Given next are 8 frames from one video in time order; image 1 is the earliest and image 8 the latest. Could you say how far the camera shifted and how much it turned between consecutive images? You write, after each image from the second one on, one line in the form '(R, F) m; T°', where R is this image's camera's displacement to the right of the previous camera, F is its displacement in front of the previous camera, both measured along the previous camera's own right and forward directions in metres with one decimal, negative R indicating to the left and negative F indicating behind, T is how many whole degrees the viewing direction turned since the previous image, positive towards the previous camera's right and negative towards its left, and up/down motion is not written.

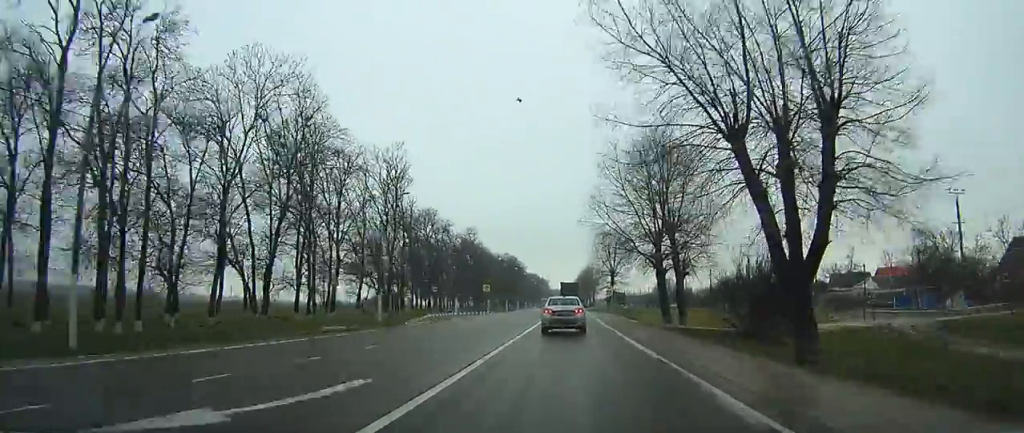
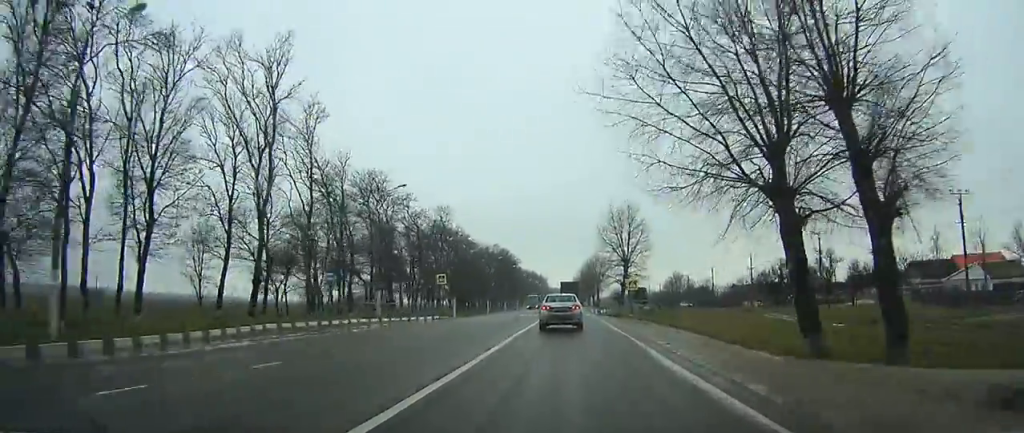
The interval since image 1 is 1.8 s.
(-0.5, +30.4) m; -1°
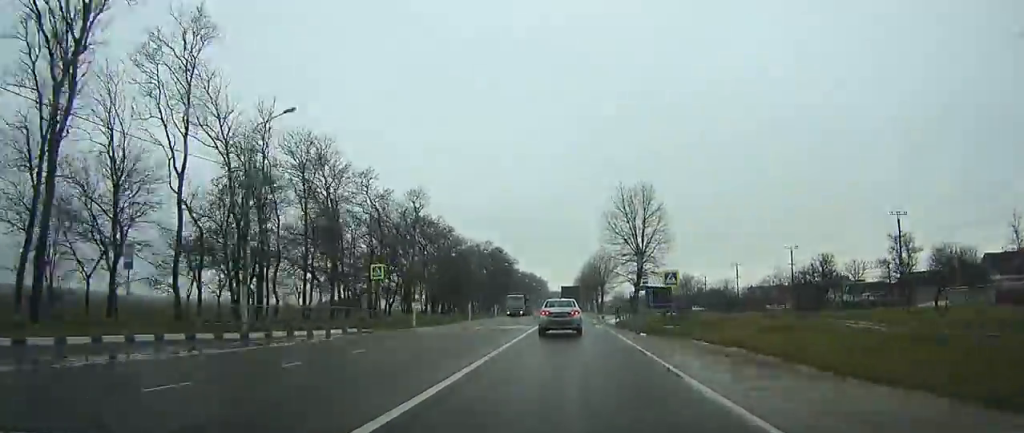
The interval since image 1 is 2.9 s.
(+0.1, +19.2) m; 0°
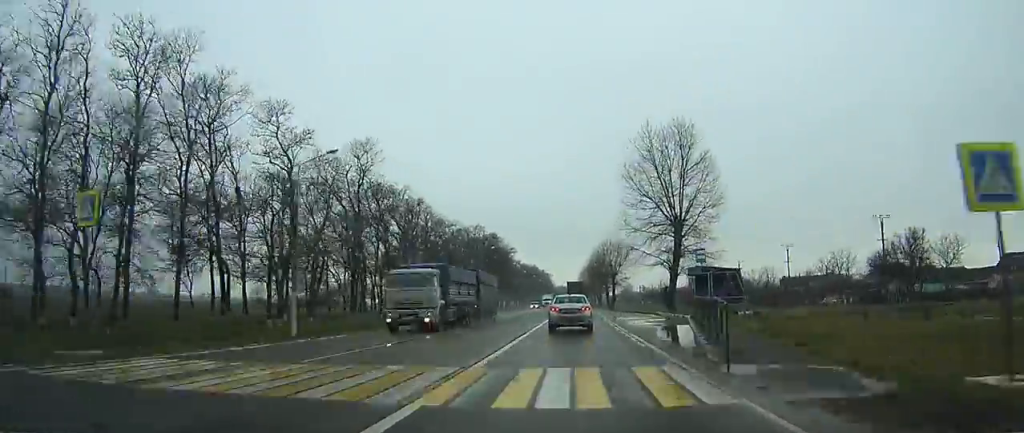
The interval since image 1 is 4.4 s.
(0.0, +24.9) m; 0°
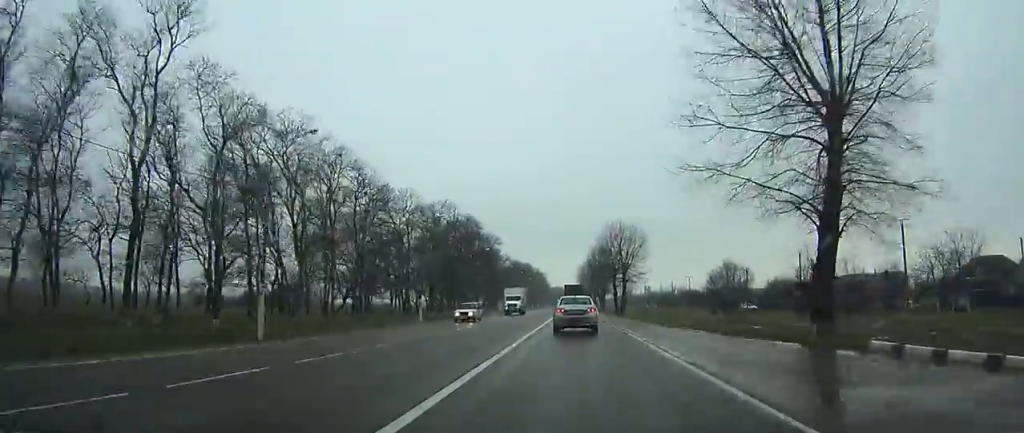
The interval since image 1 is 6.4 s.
(-0.1, +33.9) m; 0°
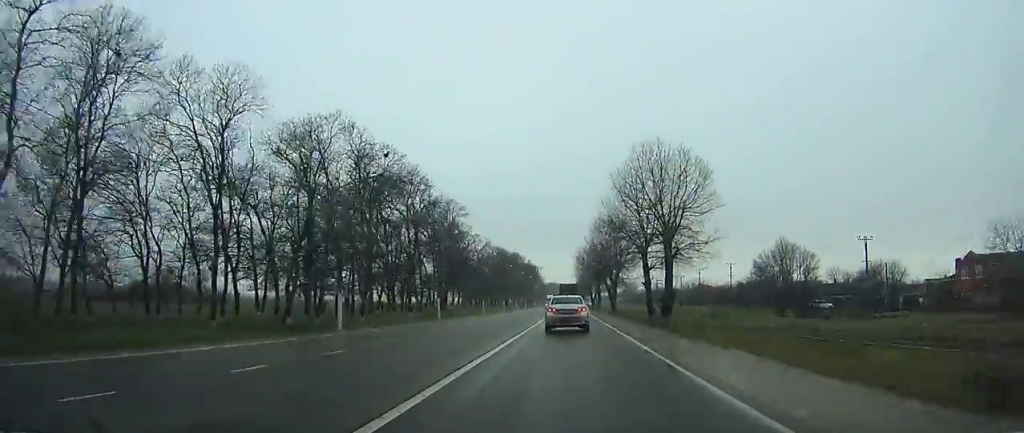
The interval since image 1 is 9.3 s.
(+0.4, +49.2) m; +1°
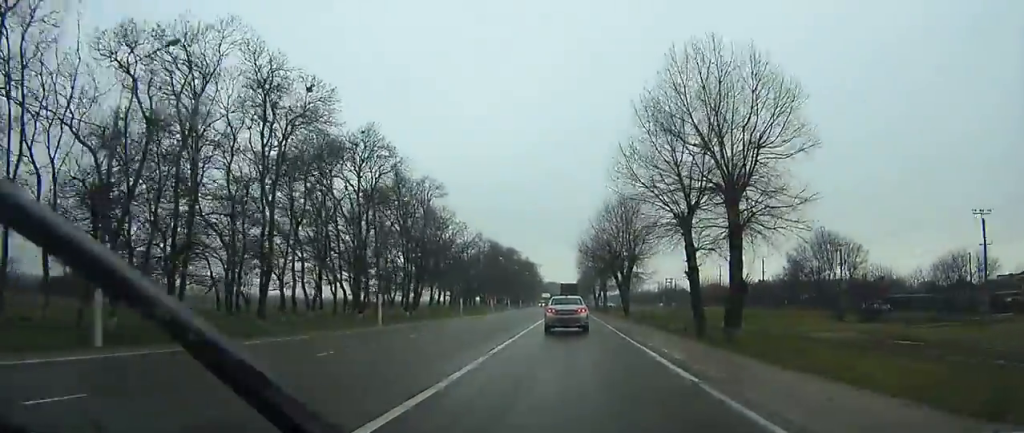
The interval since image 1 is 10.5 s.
(0.0, +20.9) m; 0°
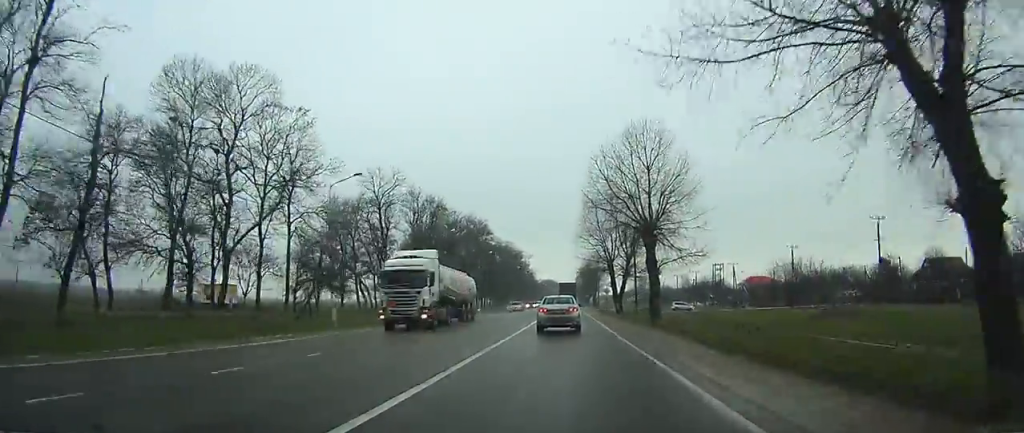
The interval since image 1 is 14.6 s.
(-0.3, +73.5) m; 0°
